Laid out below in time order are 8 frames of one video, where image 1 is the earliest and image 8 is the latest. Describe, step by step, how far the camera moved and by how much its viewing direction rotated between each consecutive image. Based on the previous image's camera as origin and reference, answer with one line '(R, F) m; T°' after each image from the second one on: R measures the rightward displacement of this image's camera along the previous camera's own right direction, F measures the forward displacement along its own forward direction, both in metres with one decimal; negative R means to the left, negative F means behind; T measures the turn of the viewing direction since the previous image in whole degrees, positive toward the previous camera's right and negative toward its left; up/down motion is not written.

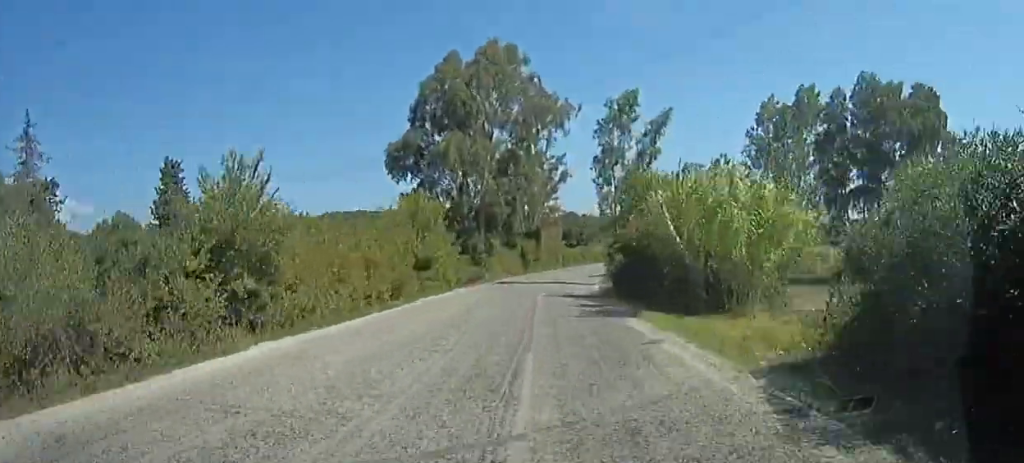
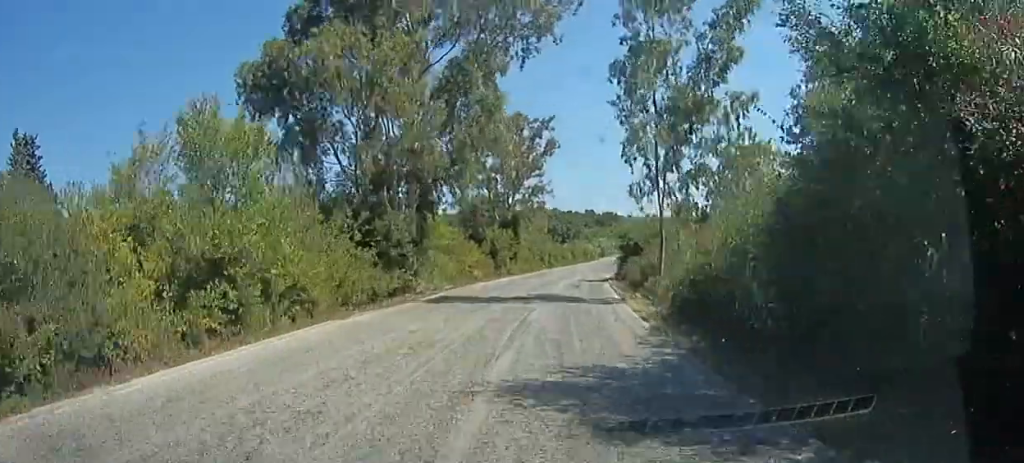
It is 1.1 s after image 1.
(+1.2, +20.9) m; +2°
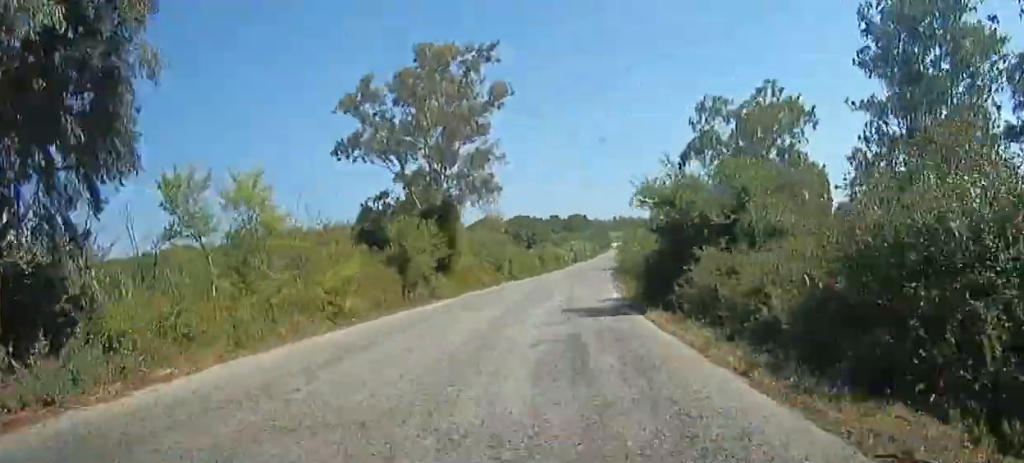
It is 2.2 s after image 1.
(+0.8, +22.8) m; +2°
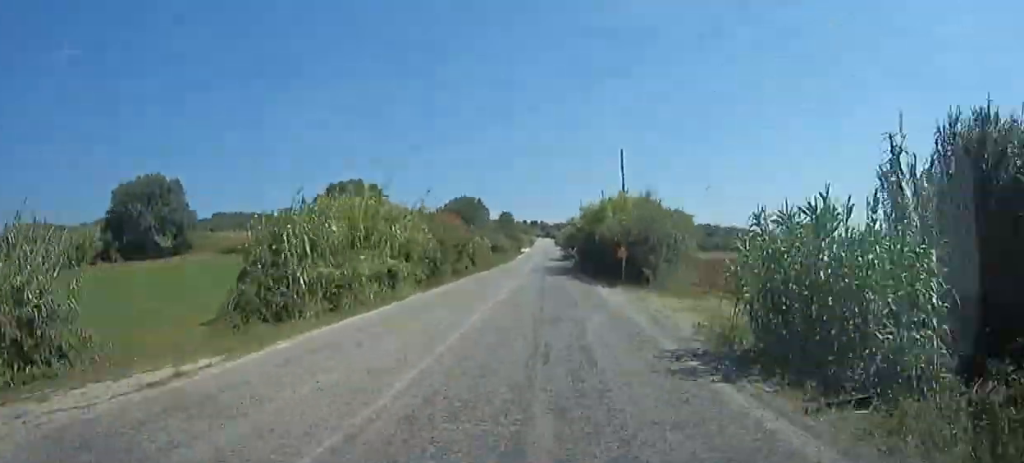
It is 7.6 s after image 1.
(+8.1, +125.5) m; +8°
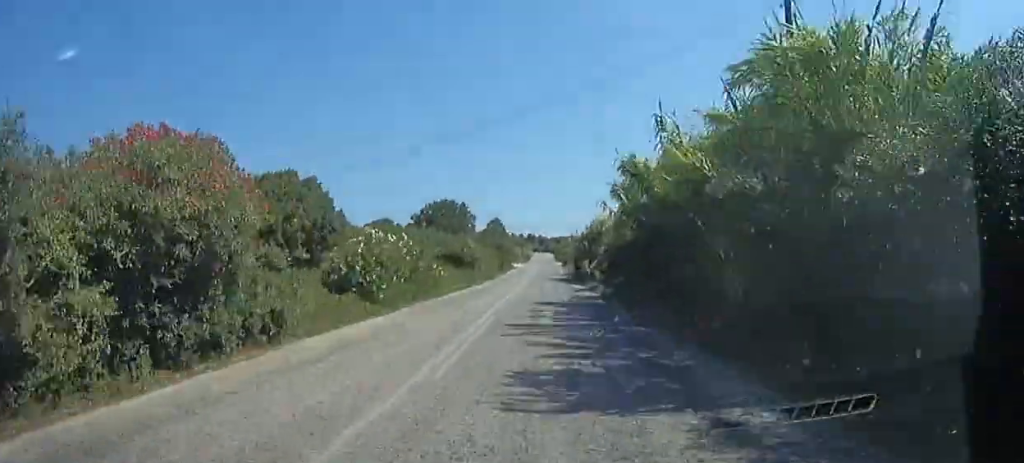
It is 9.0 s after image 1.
(+0.6, +40.6) m; +1°
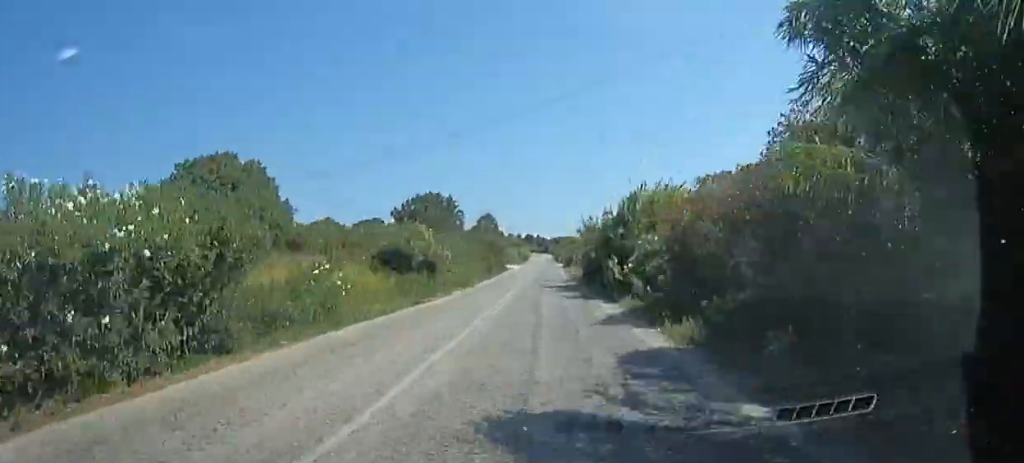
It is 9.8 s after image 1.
(0.0, +22.0) m; 0°
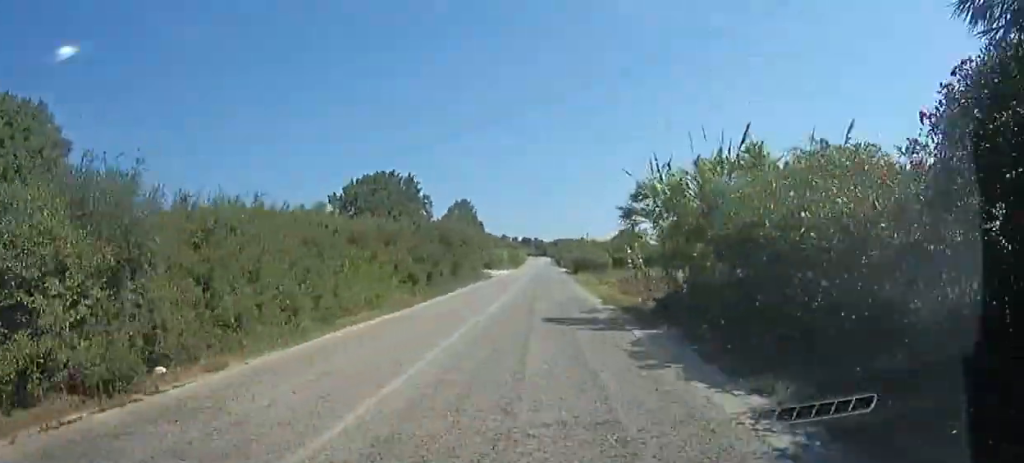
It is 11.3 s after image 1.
(+0.1, +31.6) m; 0°
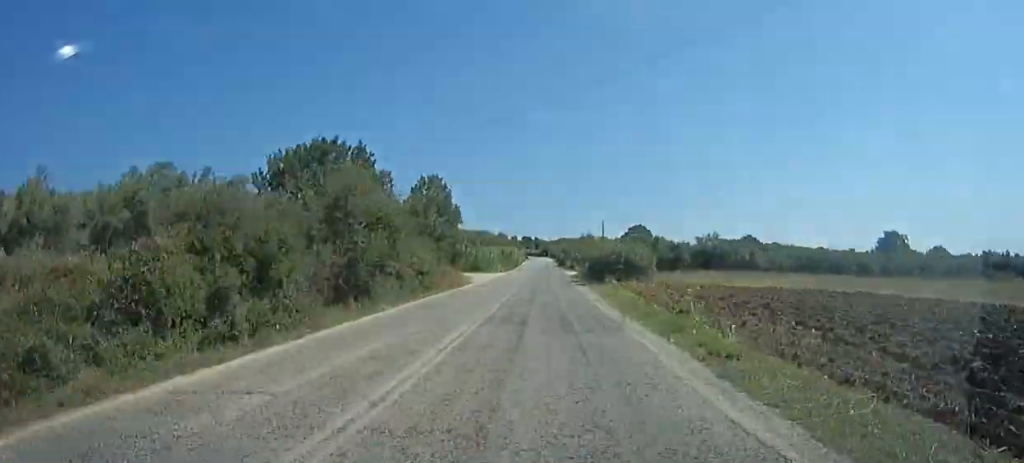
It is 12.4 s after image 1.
(0.0, +18.8) m; 0°
